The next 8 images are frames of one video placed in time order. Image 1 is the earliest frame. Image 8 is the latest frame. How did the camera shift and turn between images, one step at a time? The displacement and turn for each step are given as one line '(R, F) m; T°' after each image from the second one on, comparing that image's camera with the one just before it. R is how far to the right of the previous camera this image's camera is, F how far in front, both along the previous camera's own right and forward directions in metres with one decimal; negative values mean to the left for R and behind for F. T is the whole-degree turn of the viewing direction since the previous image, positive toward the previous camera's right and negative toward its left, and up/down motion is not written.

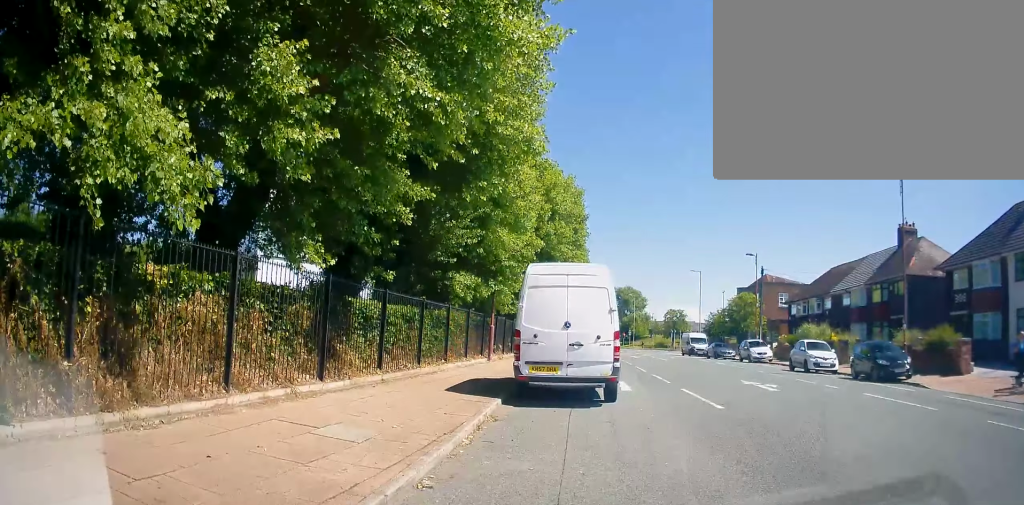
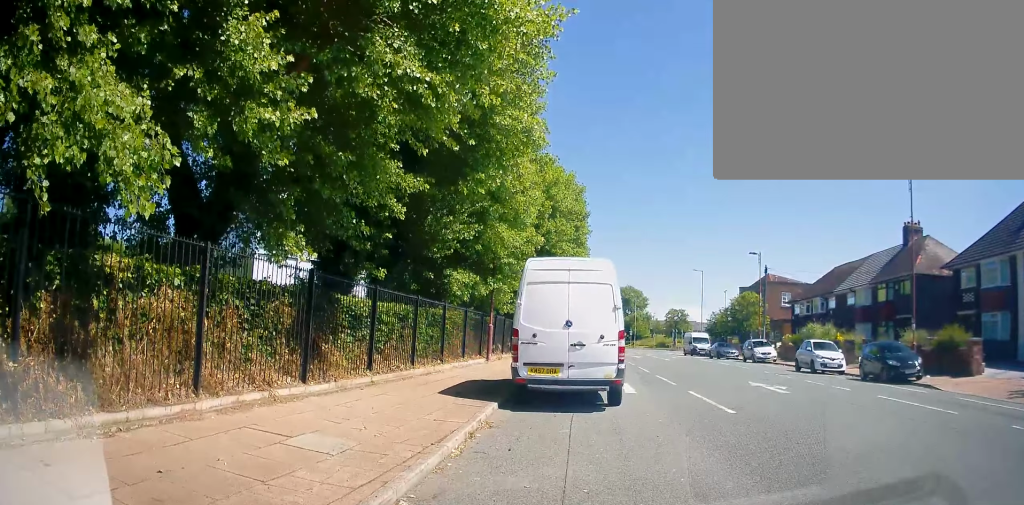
(-0.1, +0.9) m; 0°
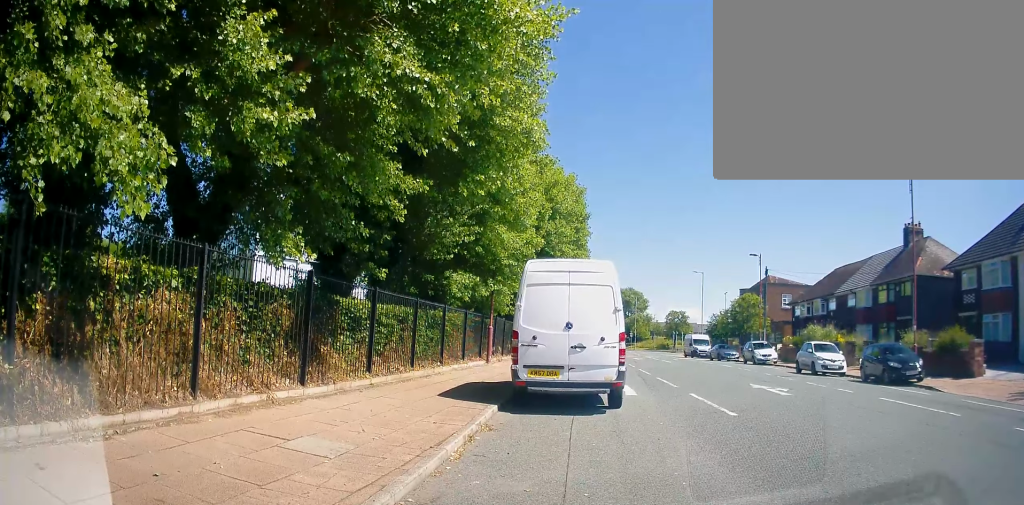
(0.0, +0.3) m; 0°
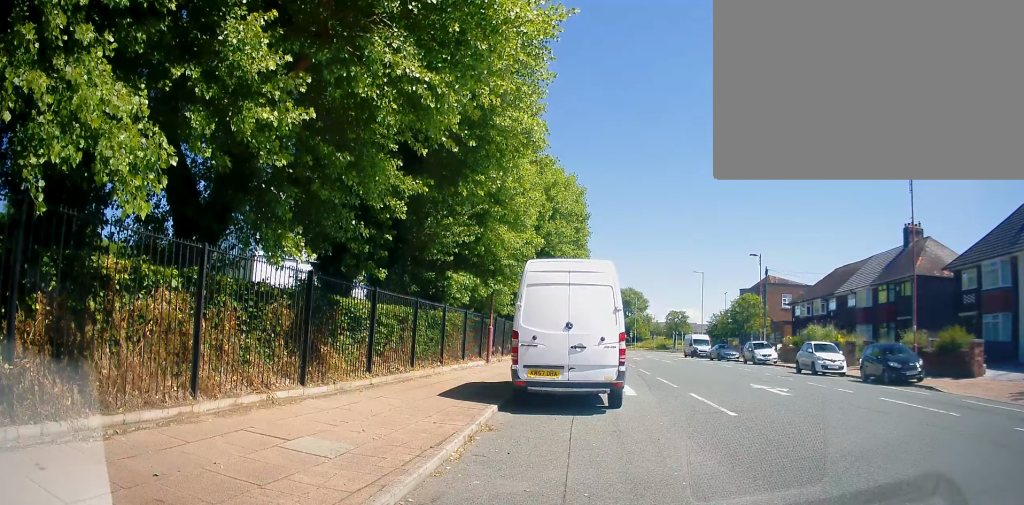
(0.0, 0.0) m; 0°
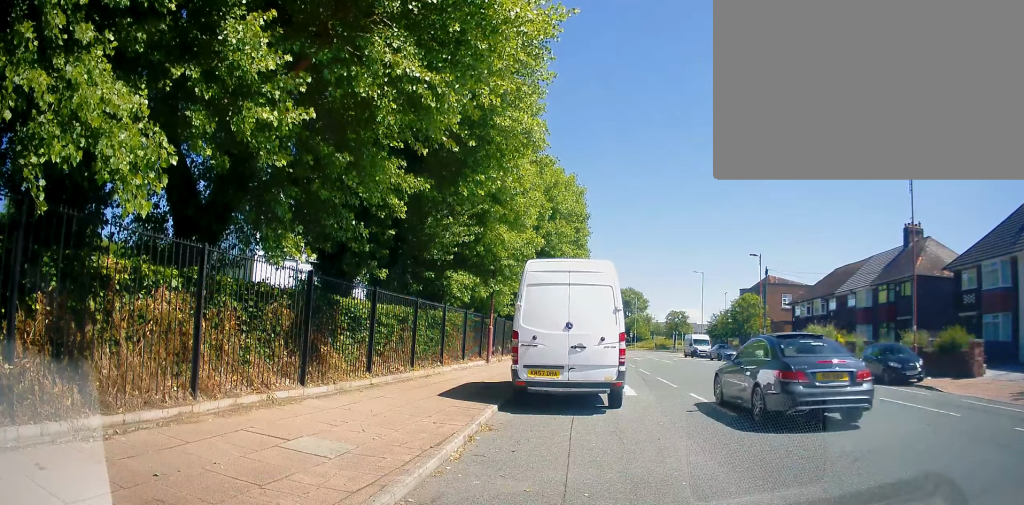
(0.0, 0.0) m; 0°
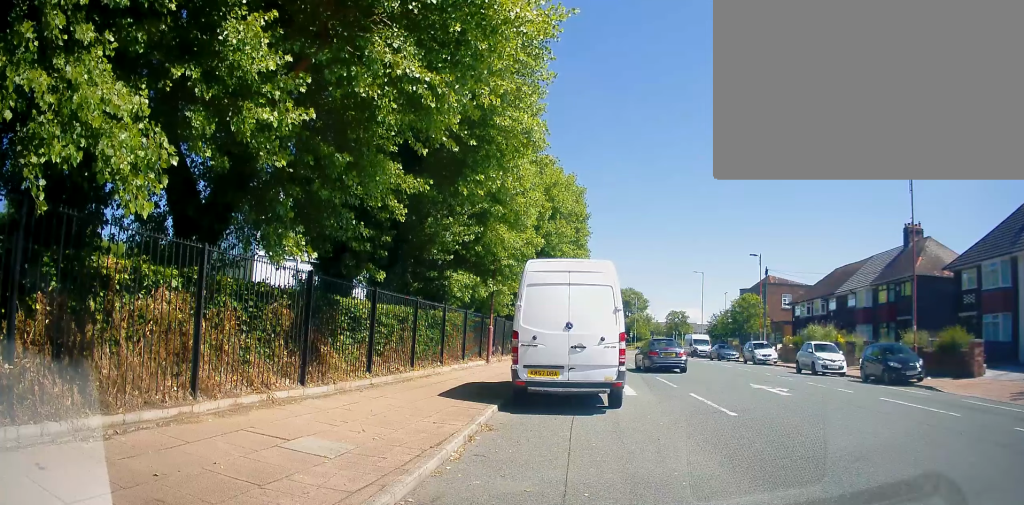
(0.0, 0.0) m; 0°
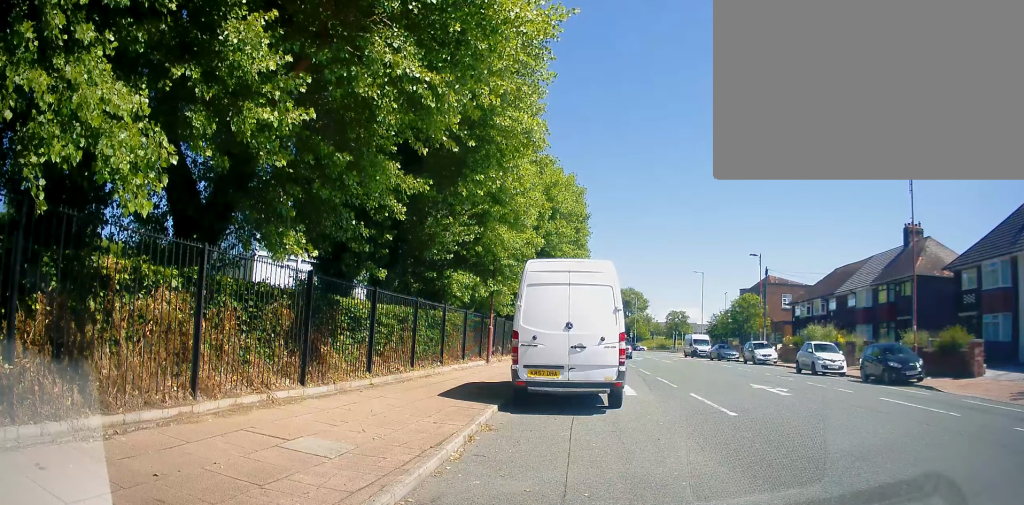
(0.0, 0.0) m; 0°
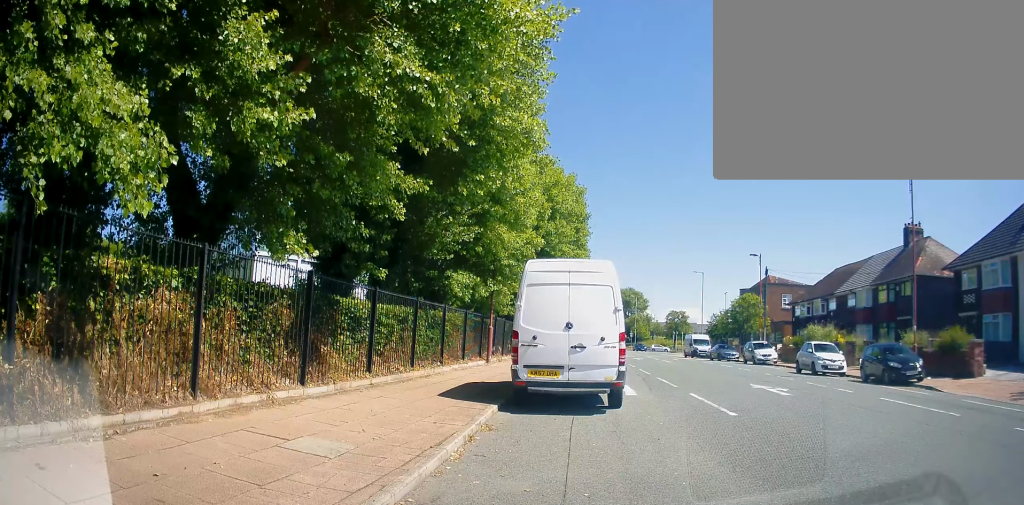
(0.0, 0.0) m; 0°
